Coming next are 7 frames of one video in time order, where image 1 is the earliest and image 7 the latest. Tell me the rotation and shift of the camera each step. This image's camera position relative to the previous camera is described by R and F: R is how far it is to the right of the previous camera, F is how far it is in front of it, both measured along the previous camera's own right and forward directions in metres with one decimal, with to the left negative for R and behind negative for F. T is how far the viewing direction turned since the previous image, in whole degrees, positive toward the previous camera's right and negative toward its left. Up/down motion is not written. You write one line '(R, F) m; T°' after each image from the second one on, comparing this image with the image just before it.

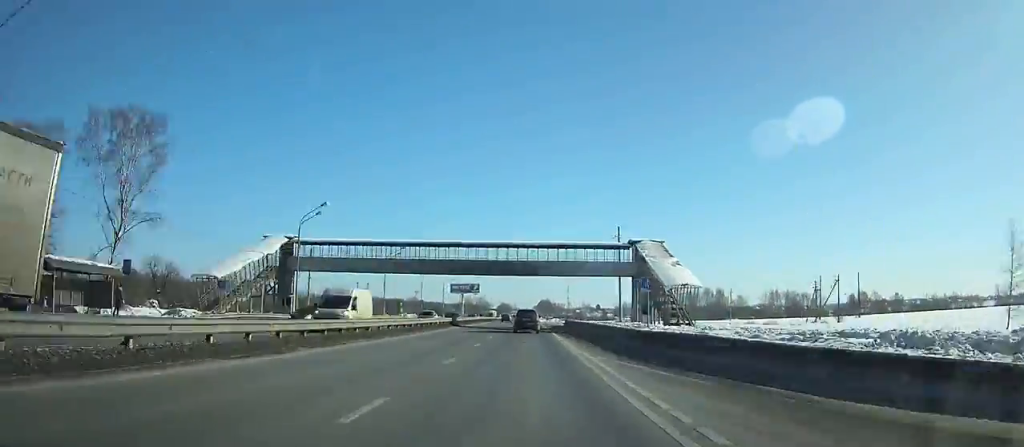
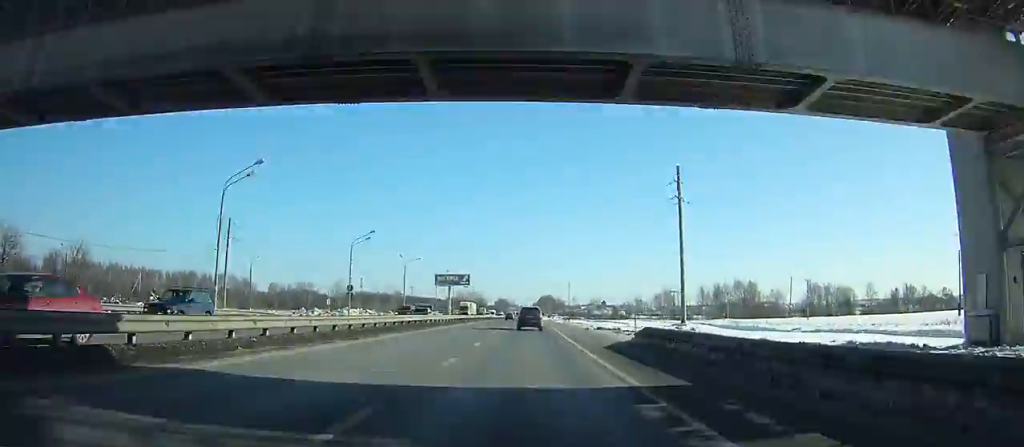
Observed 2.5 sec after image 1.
(-0.2, +49.4) m; 0°
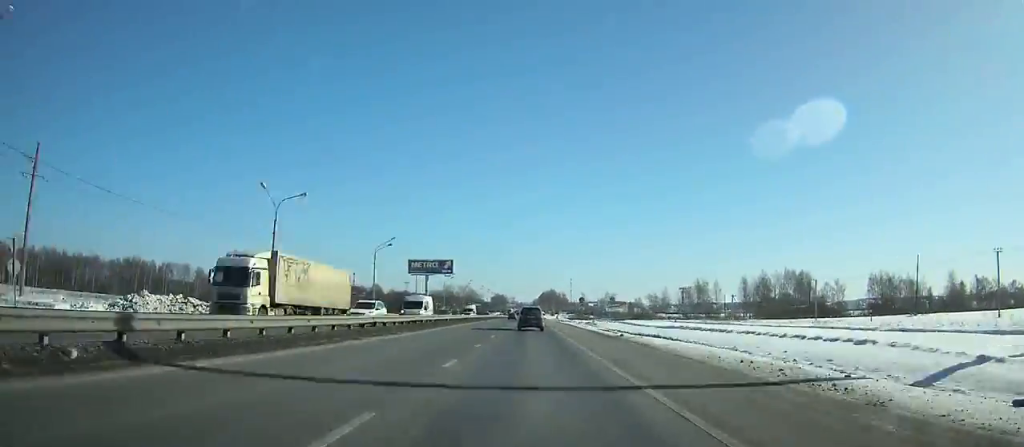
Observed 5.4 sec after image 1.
(+0.4, +56.9) m; 0°
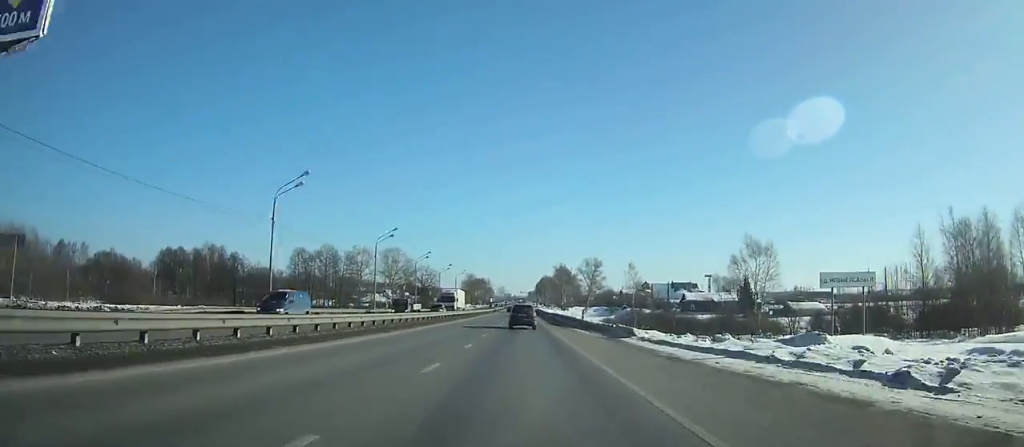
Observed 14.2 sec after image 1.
(+0.4, +168.9) m; 0°
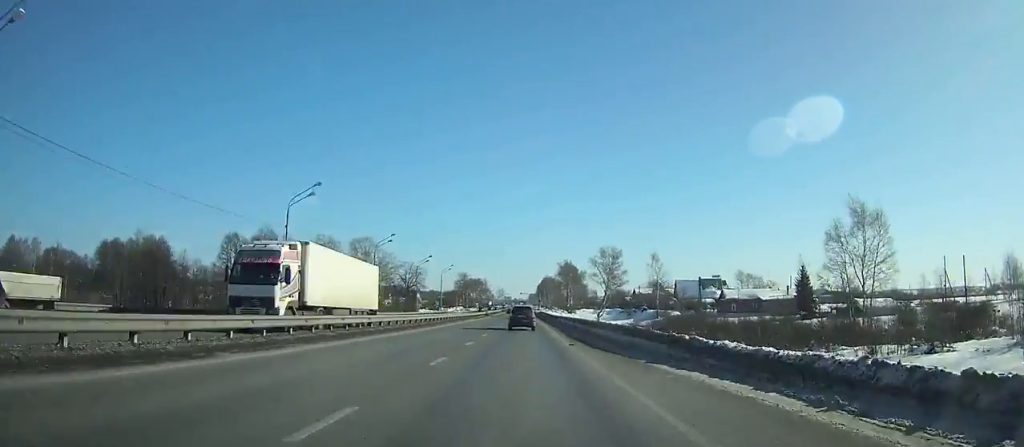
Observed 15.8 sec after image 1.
(+0.2, +29.6) m; 0°
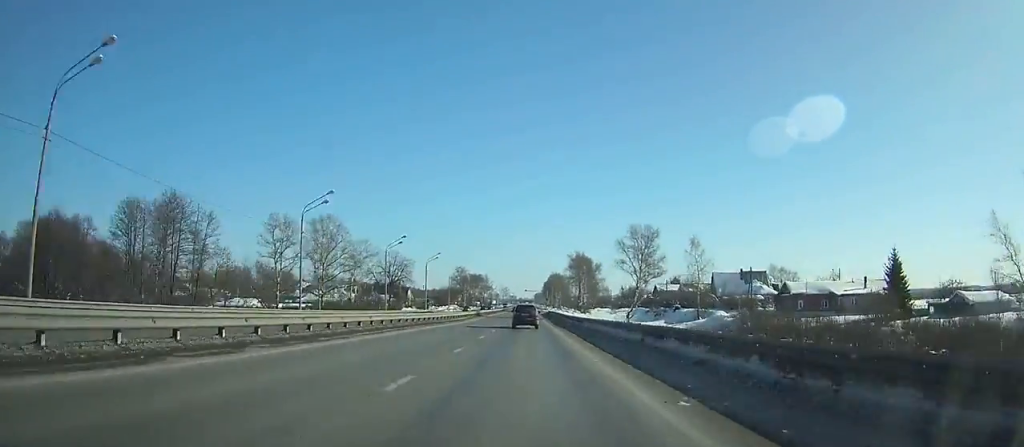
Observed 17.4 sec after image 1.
(+0.2, +29.5) m; 0°
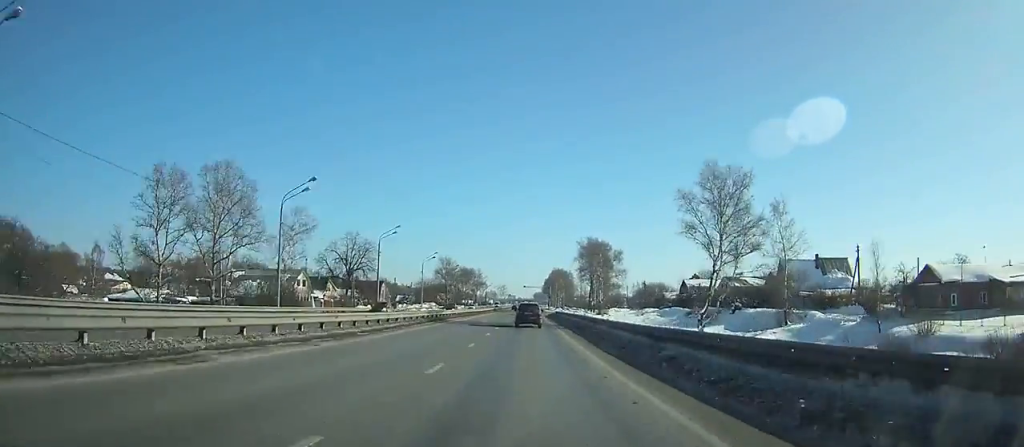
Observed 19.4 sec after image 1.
(-0.2, +36.0) m; 0°
